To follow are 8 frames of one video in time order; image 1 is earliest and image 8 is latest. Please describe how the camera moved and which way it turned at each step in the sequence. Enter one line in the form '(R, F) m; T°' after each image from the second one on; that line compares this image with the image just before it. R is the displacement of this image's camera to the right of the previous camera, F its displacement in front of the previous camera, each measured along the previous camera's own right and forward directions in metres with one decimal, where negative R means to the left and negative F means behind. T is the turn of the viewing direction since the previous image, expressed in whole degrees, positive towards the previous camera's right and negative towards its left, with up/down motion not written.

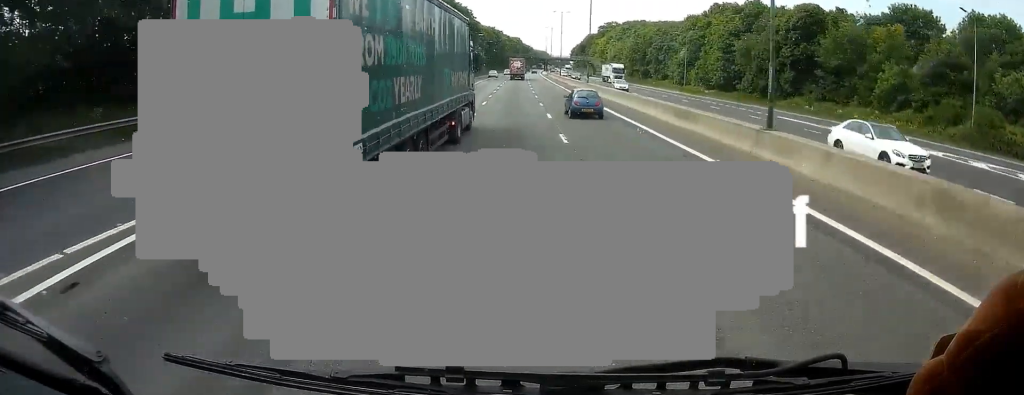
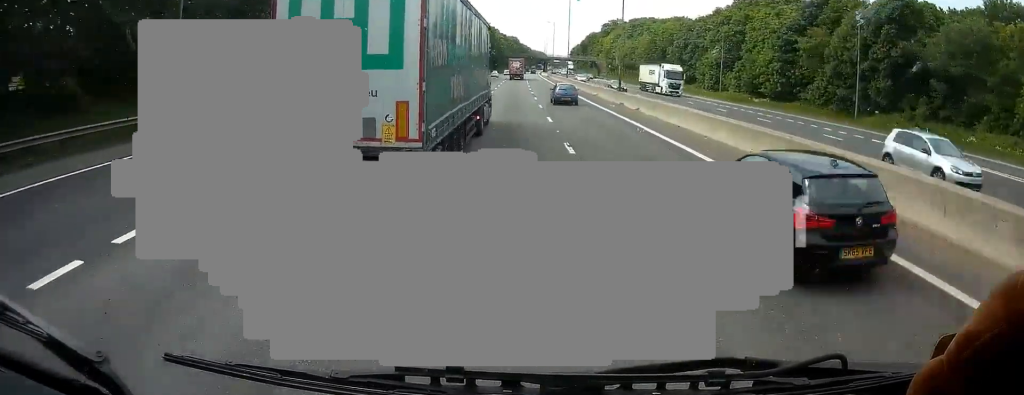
(0.0, +19.9) m; 0°
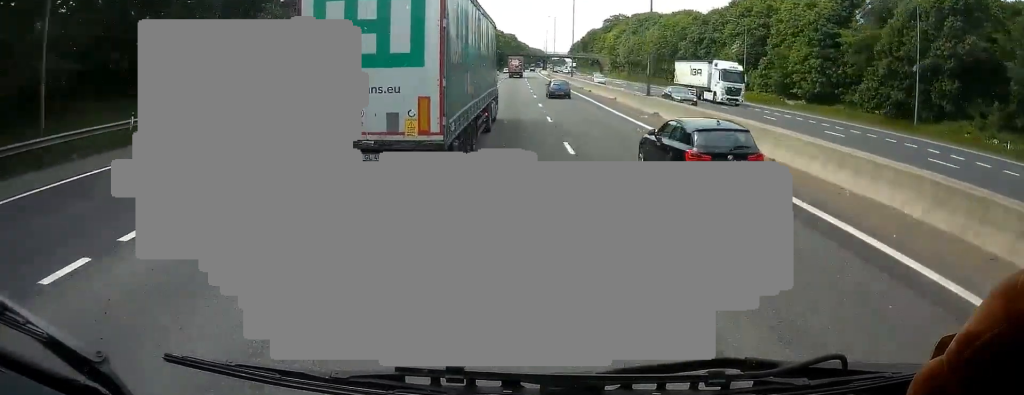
(0.0, +9.8) m; 0°
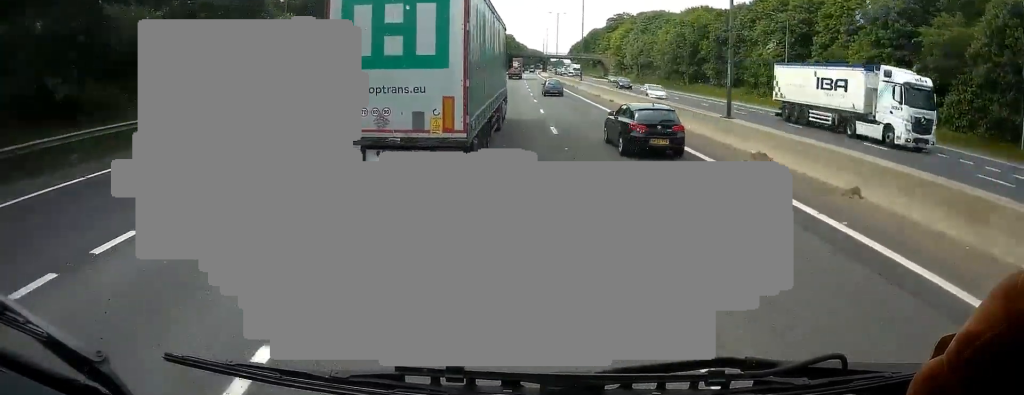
(0.0, +12.6) m; +1°
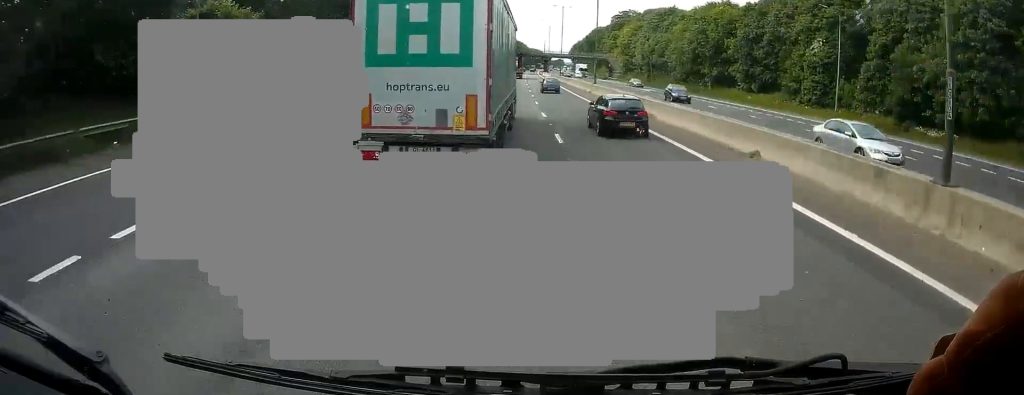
(+0.1, +12.0) m; +1°
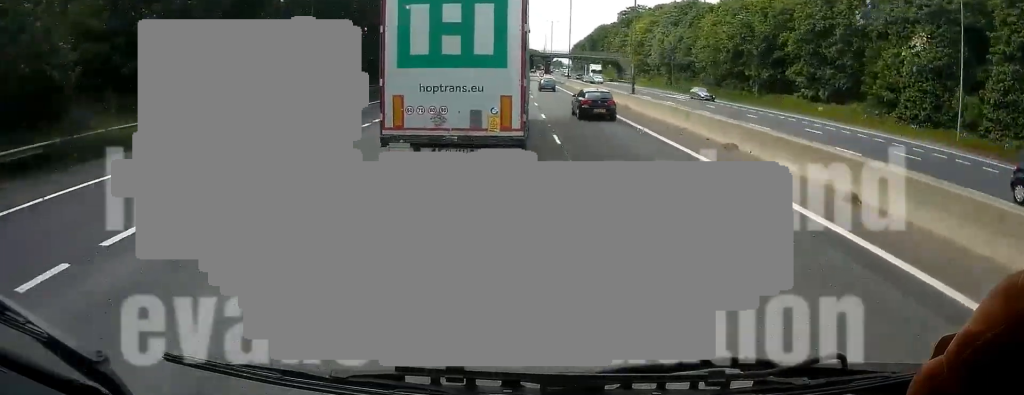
(+0.2, +17.8) m; +1°
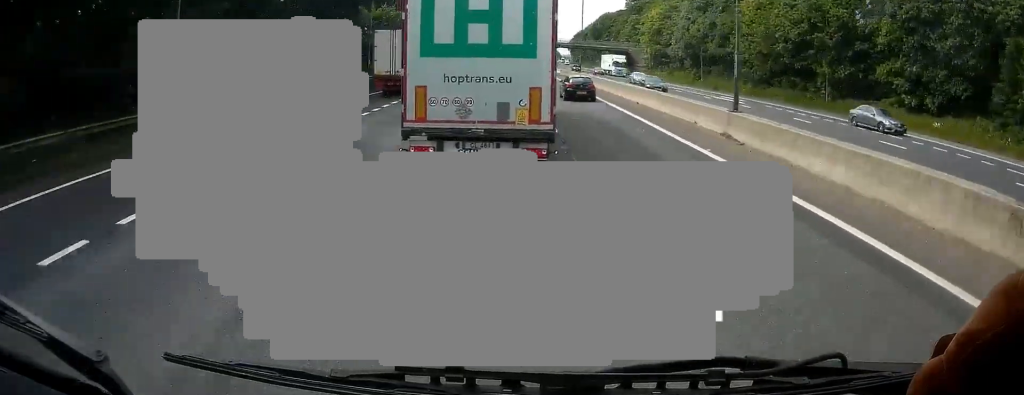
(+0.1, +17.1) m; 0°
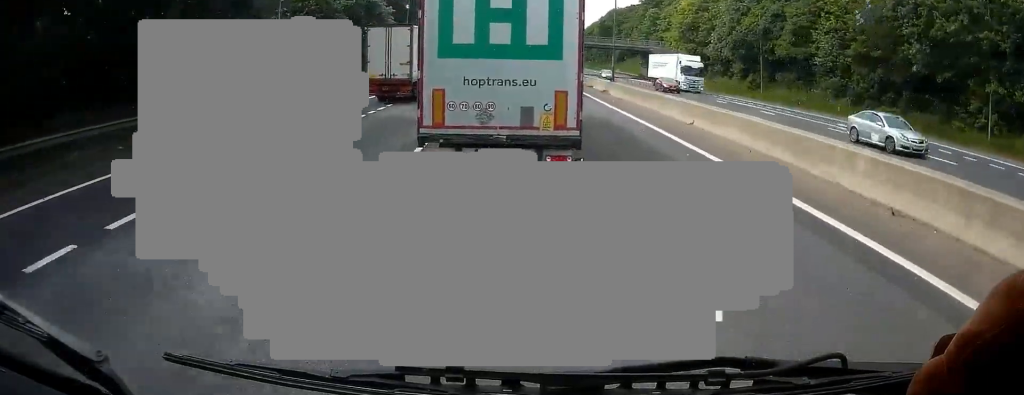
(0.0, +23.0) m; 0°
